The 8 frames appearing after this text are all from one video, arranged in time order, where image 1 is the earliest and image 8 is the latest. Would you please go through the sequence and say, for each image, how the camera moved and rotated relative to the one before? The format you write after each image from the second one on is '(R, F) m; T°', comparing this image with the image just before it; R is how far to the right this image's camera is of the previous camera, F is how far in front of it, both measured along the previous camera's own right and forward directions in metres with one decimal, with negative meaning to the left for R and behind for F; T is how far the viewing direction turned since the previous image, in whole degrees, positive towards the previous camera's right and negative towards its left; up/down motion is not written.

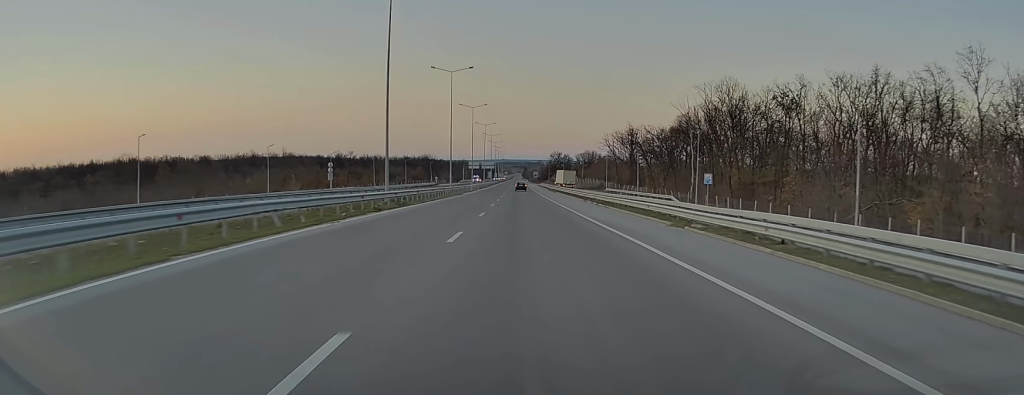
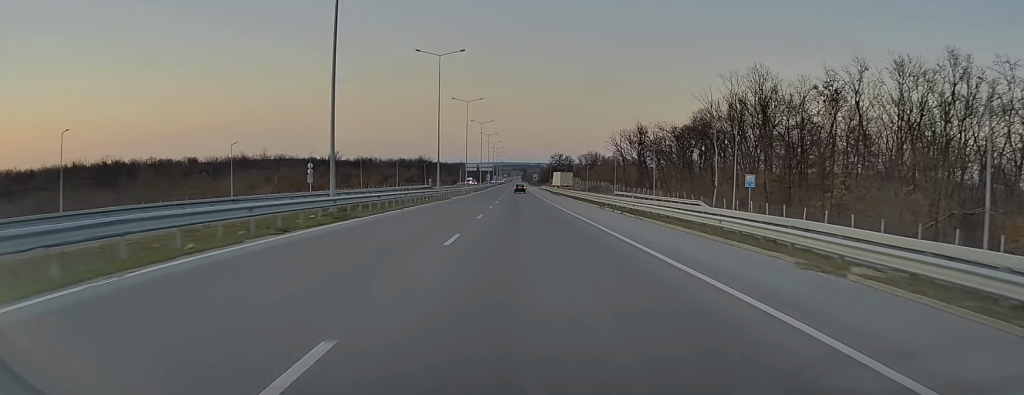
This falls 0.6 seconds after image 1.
(0.0, +12.3) m; 0°
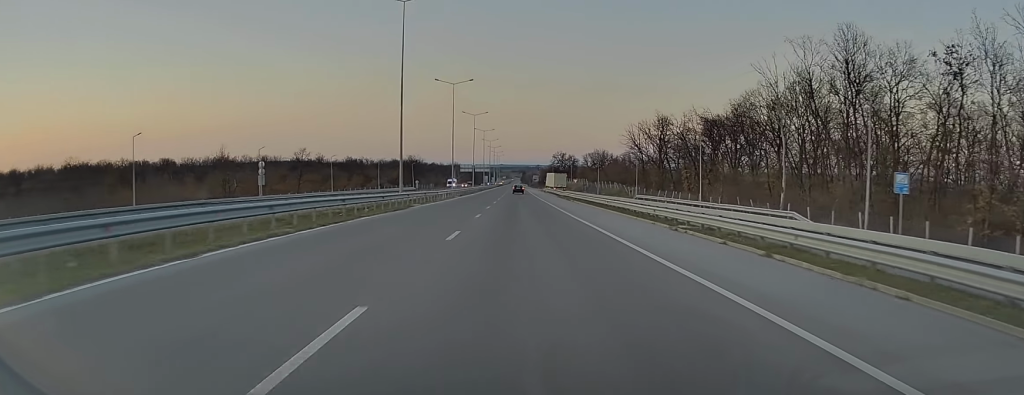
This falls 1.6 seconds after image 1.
(-0.2, +22.3) m; 0°
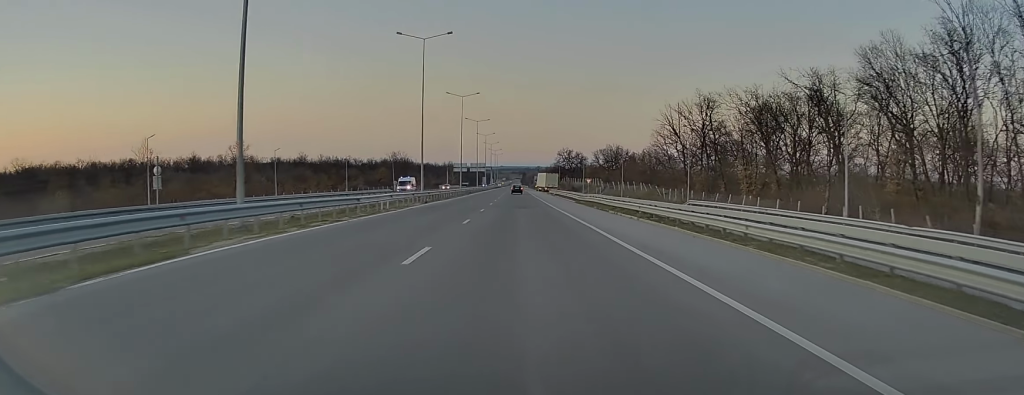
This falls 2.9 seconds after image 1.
(+0.1, +28.9) m; 0°
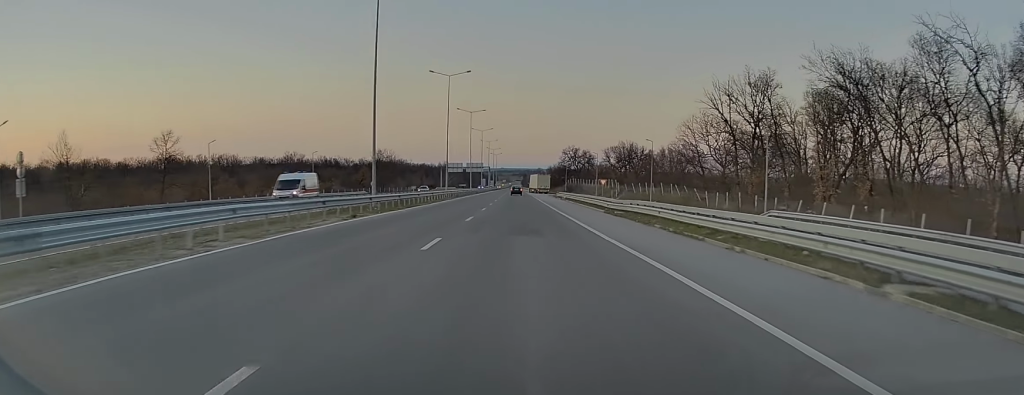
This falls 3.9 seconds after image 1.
(+0.1, +20.9) m; 0°
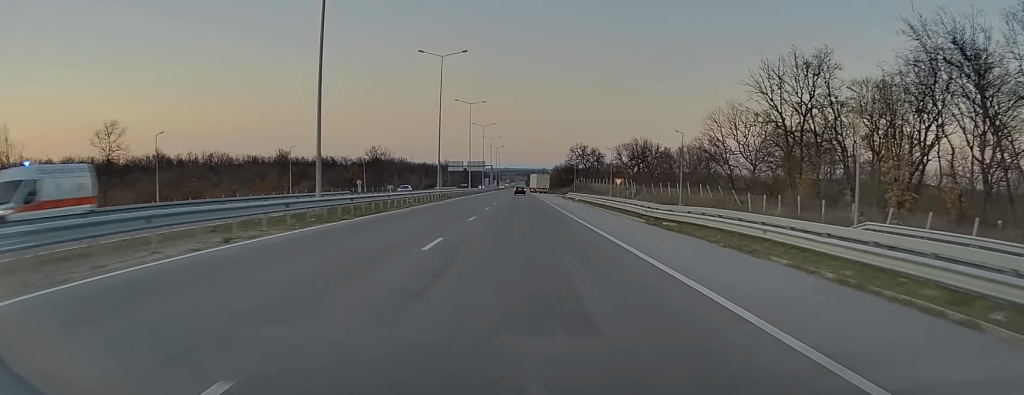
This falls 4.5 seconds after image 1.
(0.0, +12.3) m; 0°
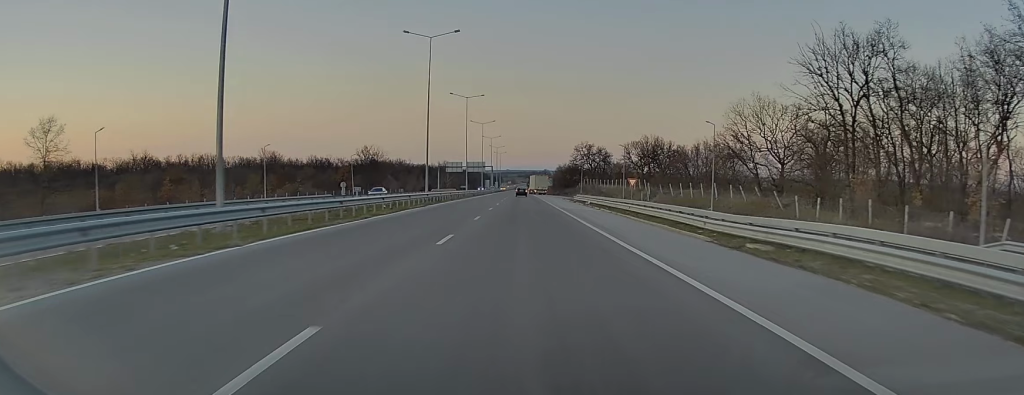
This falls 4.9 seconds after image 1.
(0.0, +10.1) m; 0°
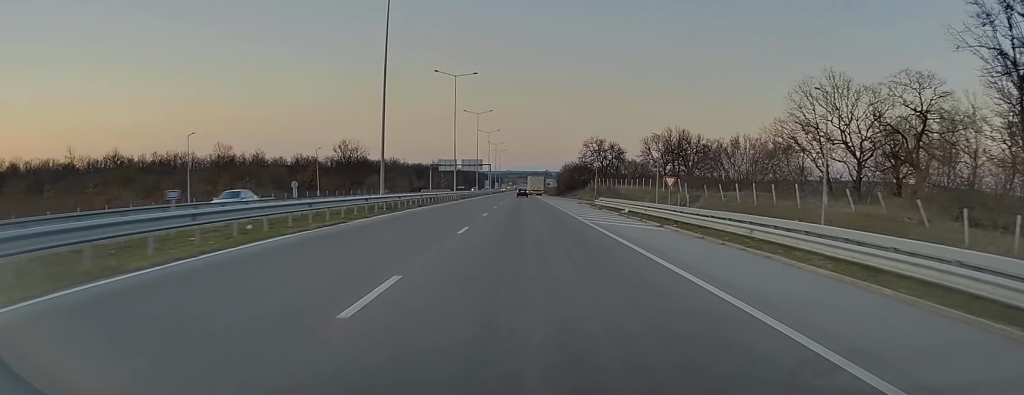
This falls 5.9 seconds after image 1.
(0.0, +20.4) m; 0°
